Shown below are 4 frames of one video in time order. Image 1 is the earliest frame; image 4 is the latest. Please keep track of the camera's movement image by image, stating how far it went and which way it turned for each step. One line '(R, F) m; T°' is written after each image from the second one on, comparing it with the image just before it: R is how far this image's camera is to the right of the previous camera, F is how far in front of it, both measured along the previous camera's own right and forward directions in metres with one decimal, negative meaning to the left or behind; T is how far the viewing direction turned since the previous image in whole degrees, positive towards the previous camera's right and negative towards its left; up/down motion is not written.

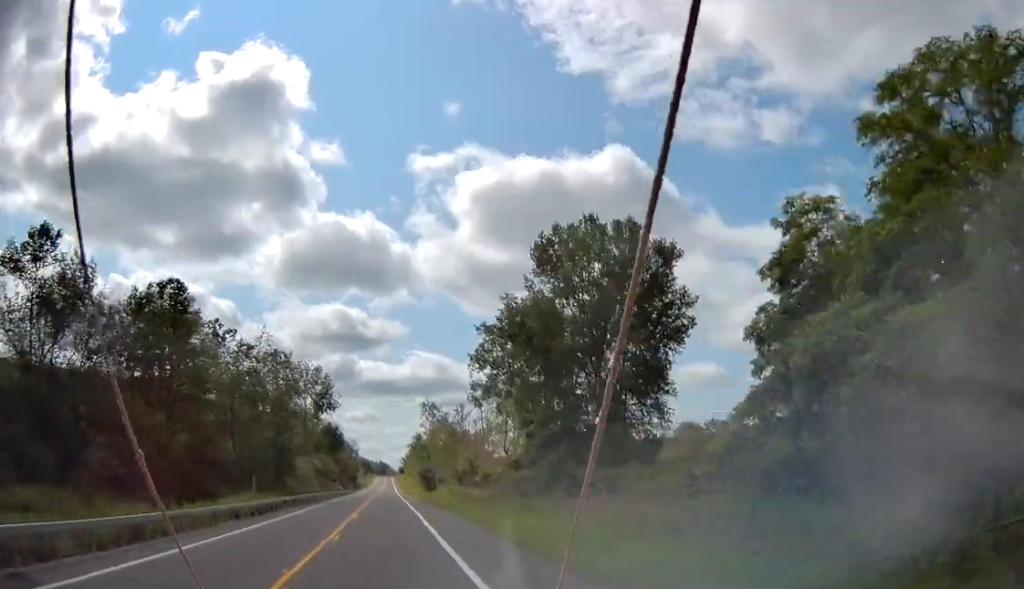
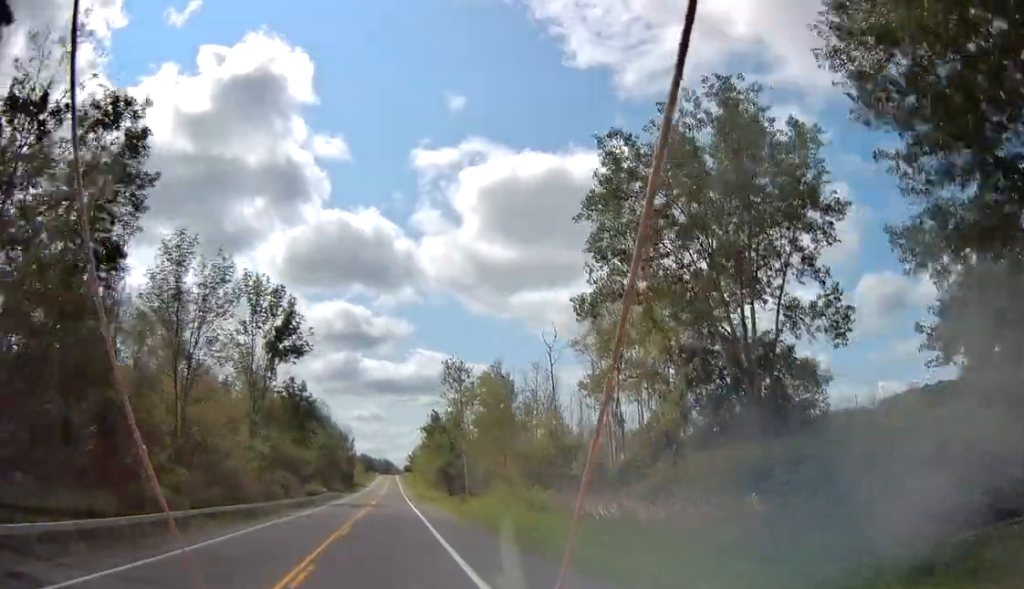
(-0.5, +44.9) m; -1°
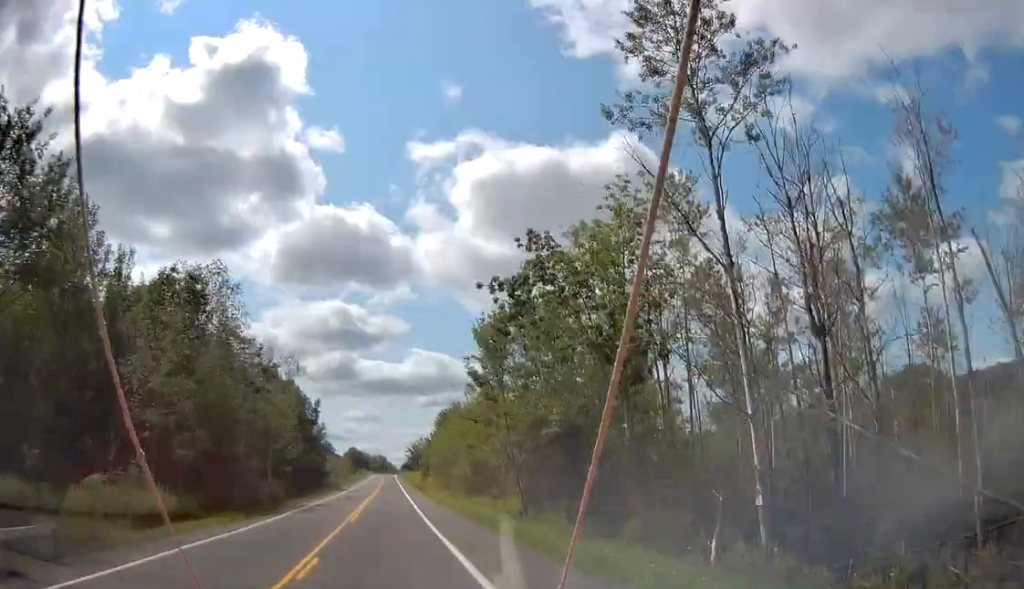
(+1.2, +71.8) m; +1°
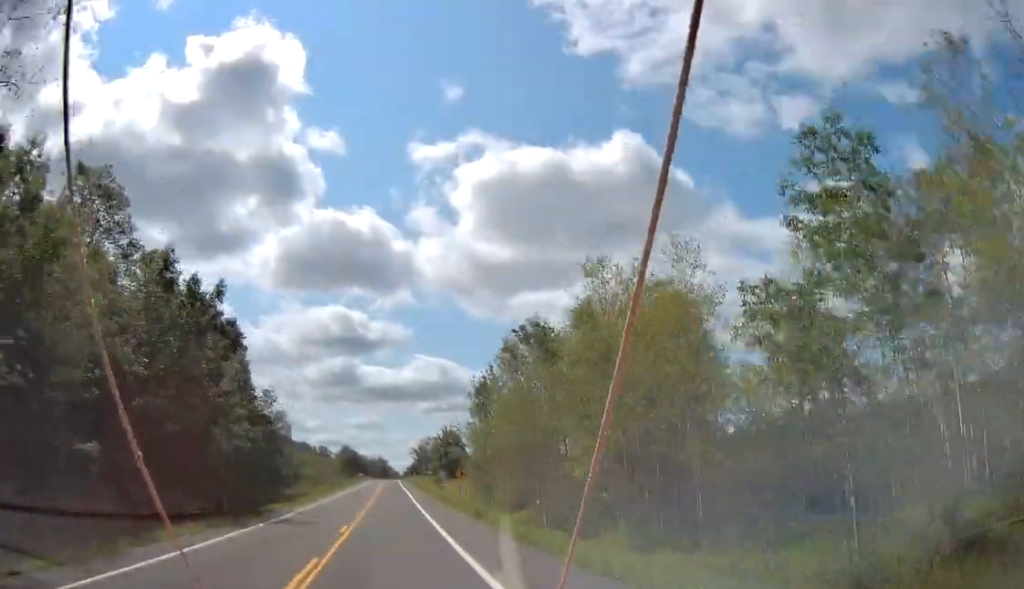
(-0.1, +52.7) m; +1°
